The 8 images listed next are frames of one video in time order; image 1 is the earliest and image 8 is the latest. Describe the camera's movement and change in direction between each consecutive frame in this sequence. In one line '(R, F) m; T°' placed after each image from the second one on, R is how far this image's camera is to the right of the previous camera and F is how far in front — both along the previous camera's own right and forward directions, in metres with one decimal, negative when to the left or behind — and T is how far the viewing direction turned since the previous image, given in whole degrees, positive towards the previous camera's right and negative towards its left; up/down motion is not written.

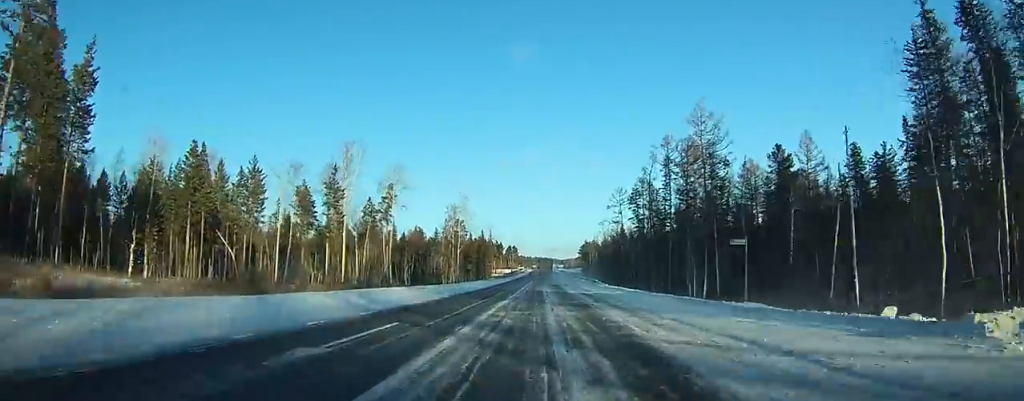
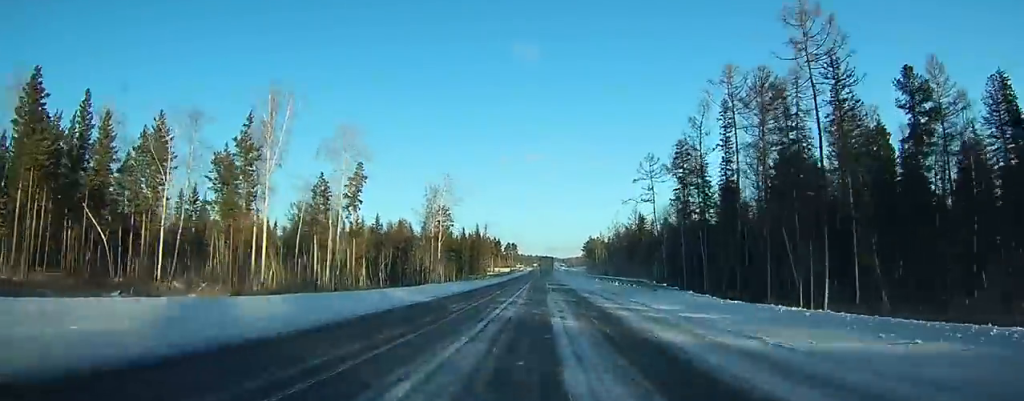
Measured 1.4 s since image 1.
(+0.1, +30.3) m; 0°
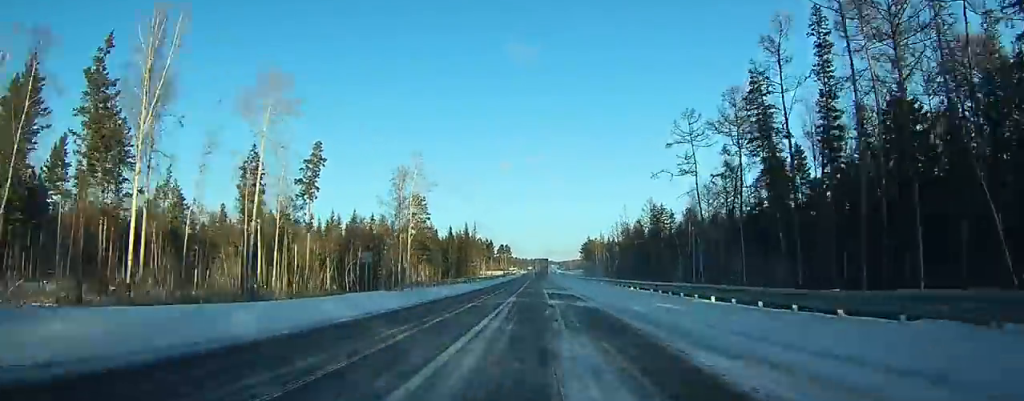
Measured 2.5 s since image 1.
(0.0, +24.5) m; 0°
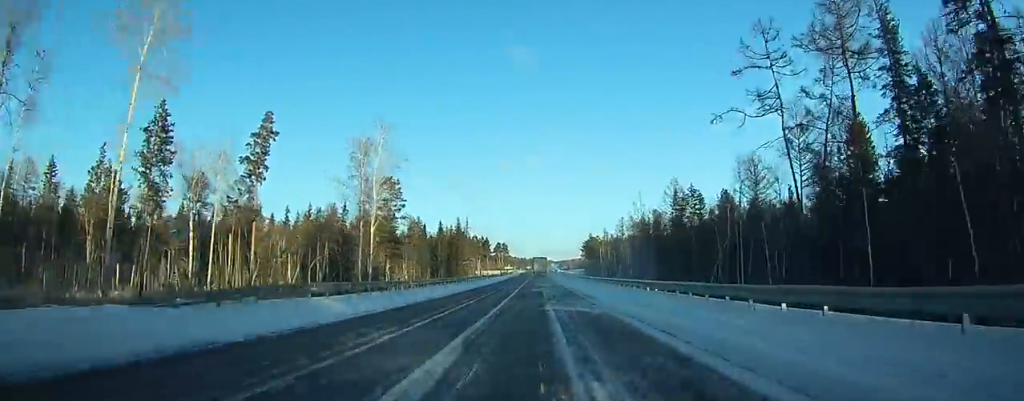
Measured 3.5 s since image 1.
(0.0, +21.5) m; 0°
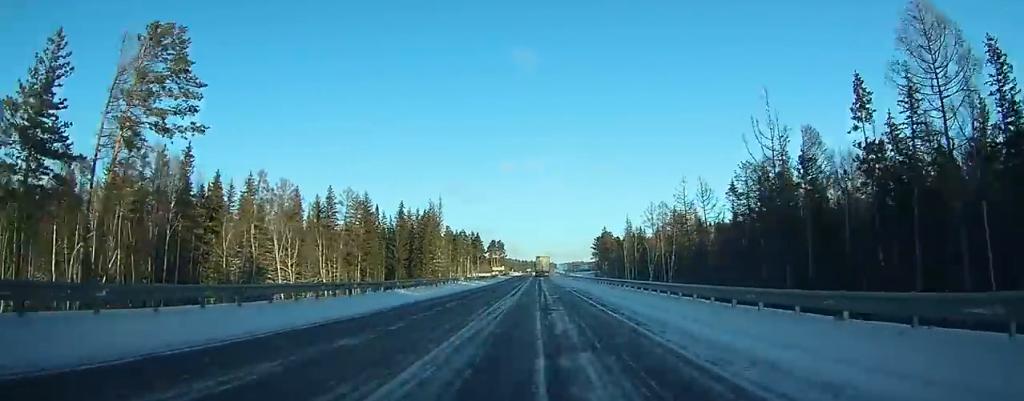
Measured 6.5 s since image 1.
(+0.3, +62.7) m; 0°
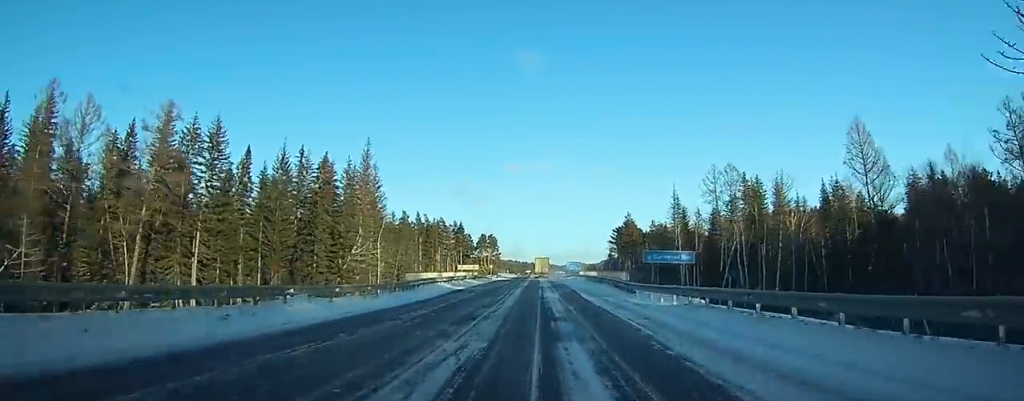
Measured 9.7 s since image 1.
(-0.1, +67.0) m; 0°
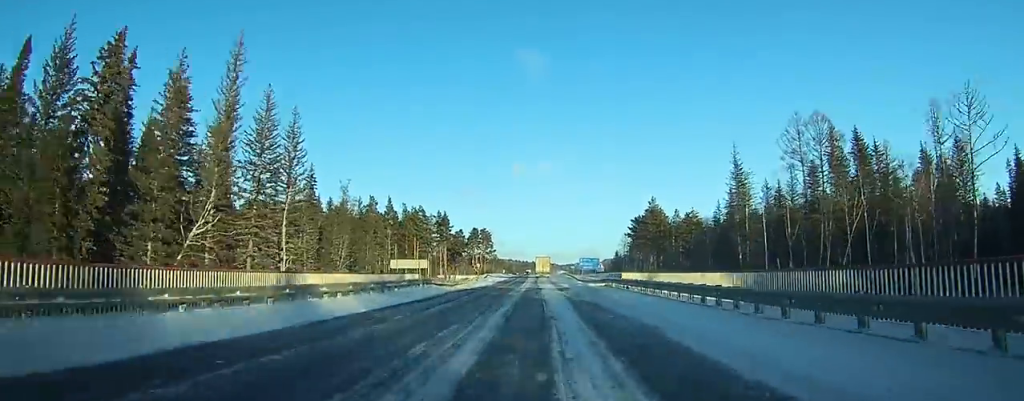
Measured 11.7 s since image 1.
(+0.1, +41.0) m; 0°
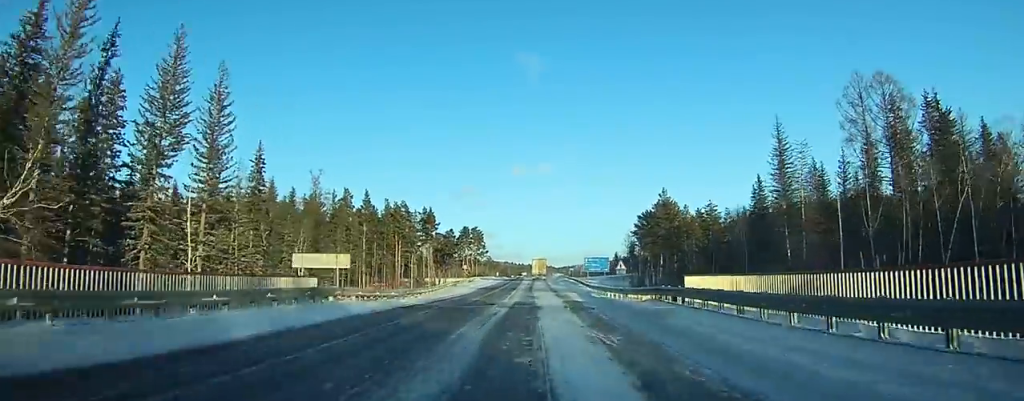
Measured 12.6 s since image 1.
(0.0, +18.9) m; 0°
